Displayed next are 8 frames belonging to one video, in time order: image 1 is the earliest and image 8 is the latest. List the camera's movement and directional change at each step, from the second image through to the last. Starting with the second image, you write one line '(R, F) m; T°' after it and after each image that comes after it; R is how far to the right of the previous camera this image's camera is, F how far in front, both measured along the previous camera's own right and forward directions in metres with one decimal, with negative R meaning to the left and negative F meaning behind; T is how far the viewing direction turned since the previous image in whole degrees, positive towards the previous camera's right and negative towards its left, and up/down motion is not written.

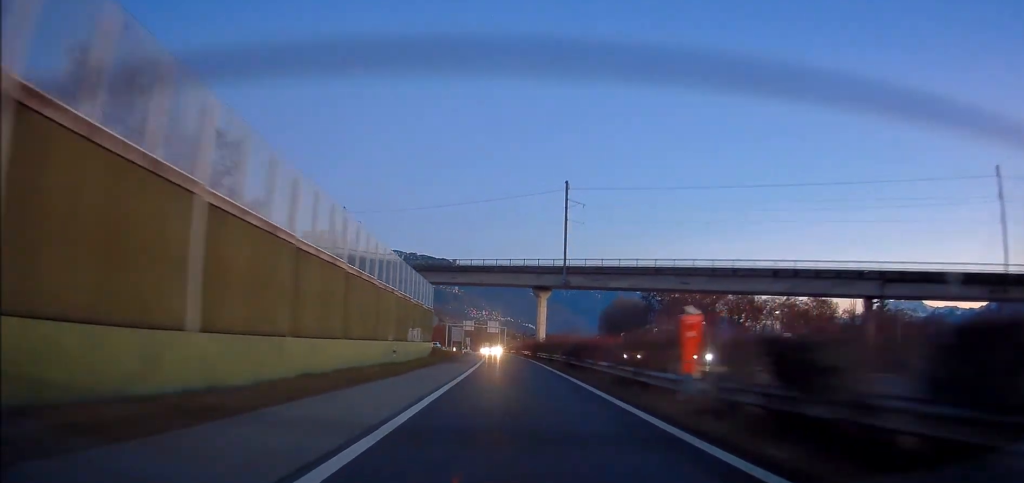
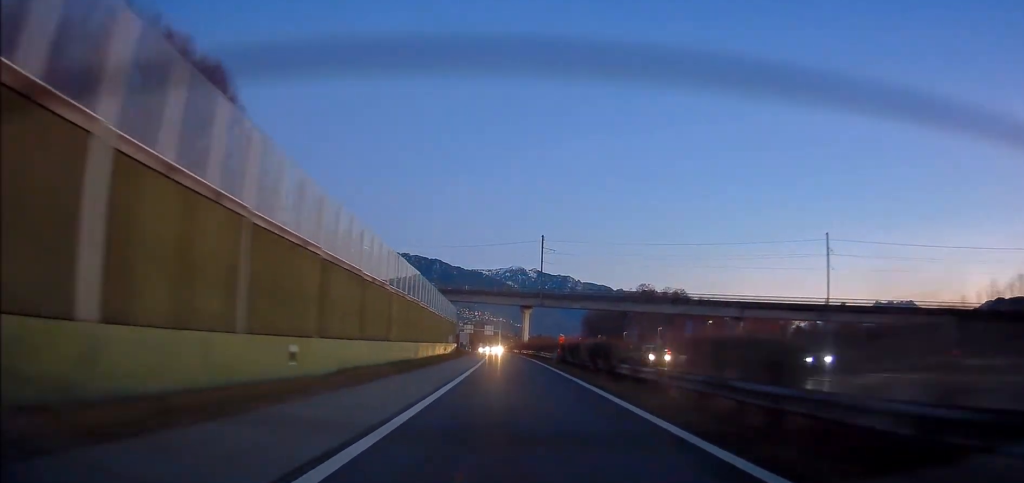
(0.0, +32.5) m; 0°
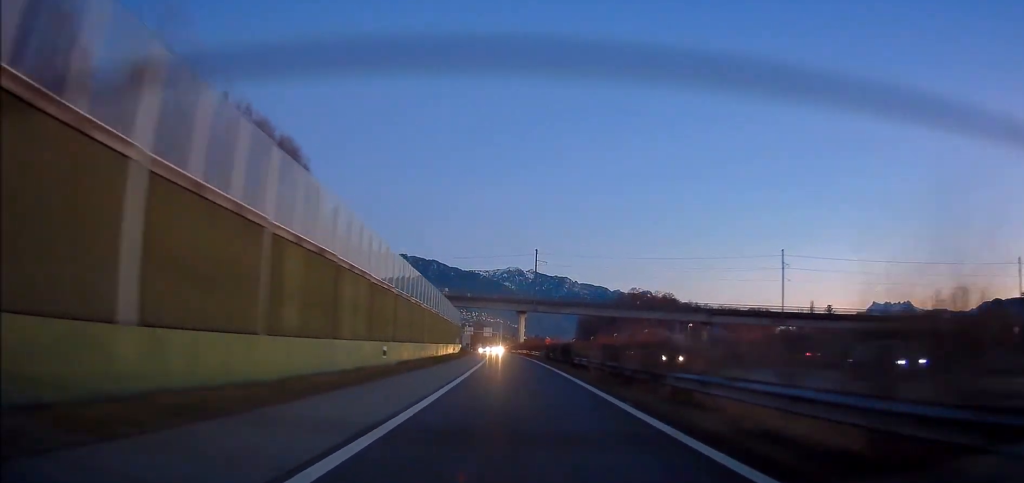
(+0.1, +13.3) m; +1°
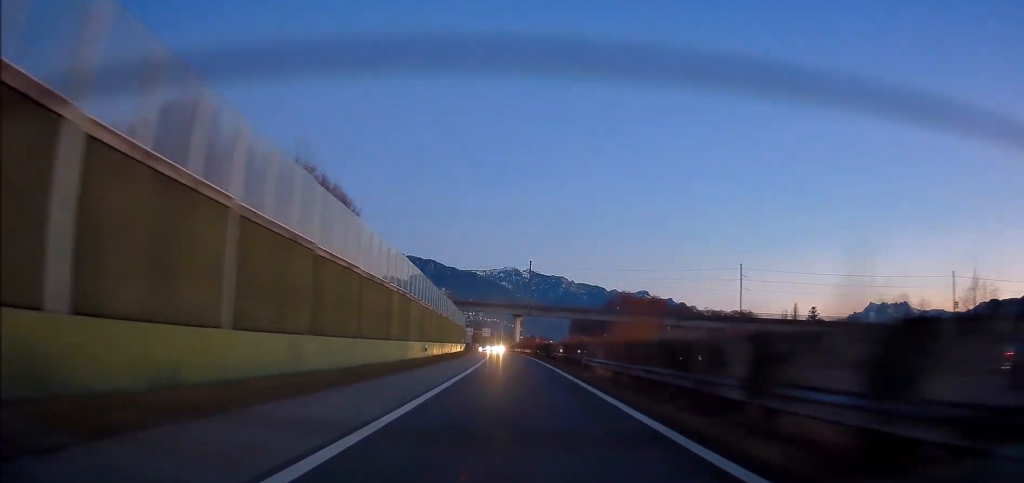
(+0.1, +16.1) m; 0°
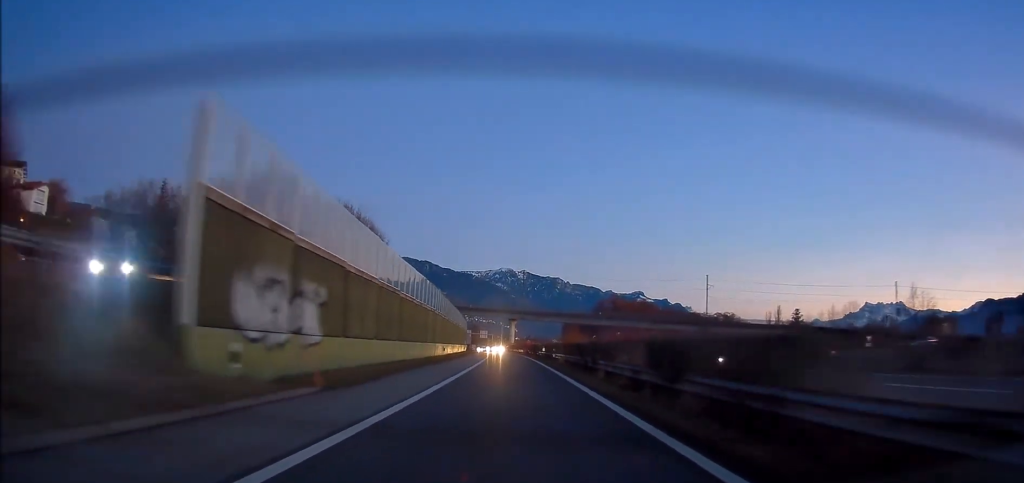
(+0.1, +16.2) m; 0°
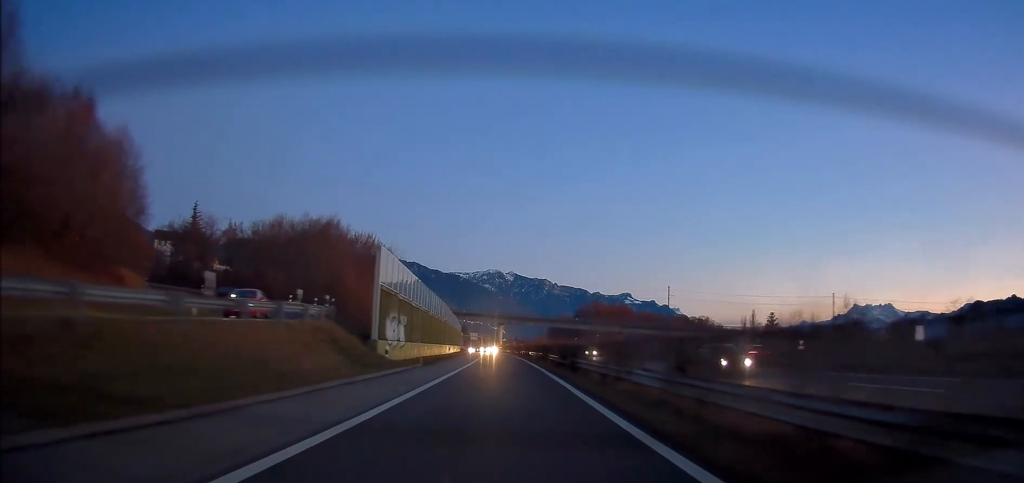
(-0.3, +19.8) m; 0°
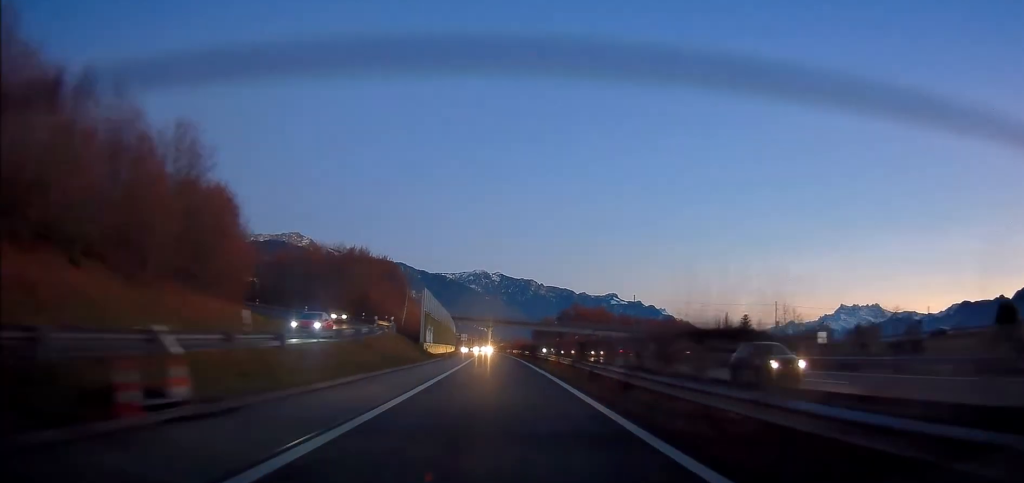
(+0.5, +22.8) m; +2°
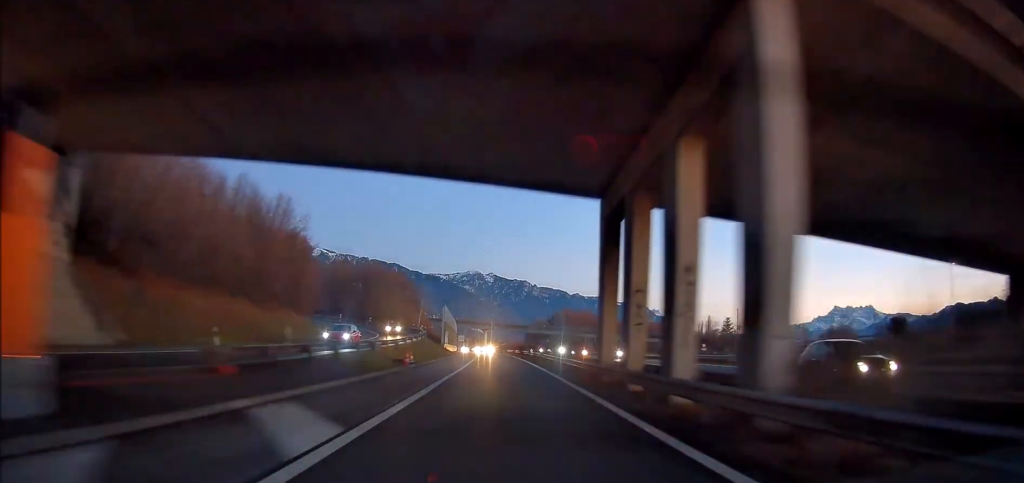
(+0.3, +22.4) m; 0°
